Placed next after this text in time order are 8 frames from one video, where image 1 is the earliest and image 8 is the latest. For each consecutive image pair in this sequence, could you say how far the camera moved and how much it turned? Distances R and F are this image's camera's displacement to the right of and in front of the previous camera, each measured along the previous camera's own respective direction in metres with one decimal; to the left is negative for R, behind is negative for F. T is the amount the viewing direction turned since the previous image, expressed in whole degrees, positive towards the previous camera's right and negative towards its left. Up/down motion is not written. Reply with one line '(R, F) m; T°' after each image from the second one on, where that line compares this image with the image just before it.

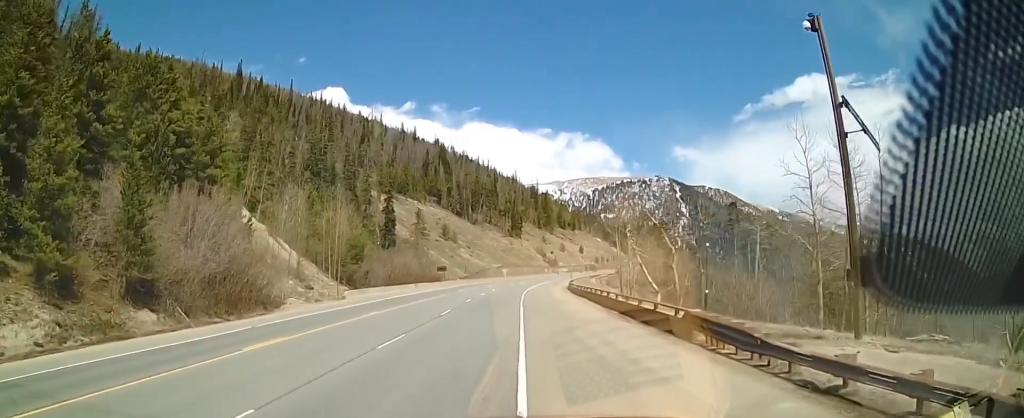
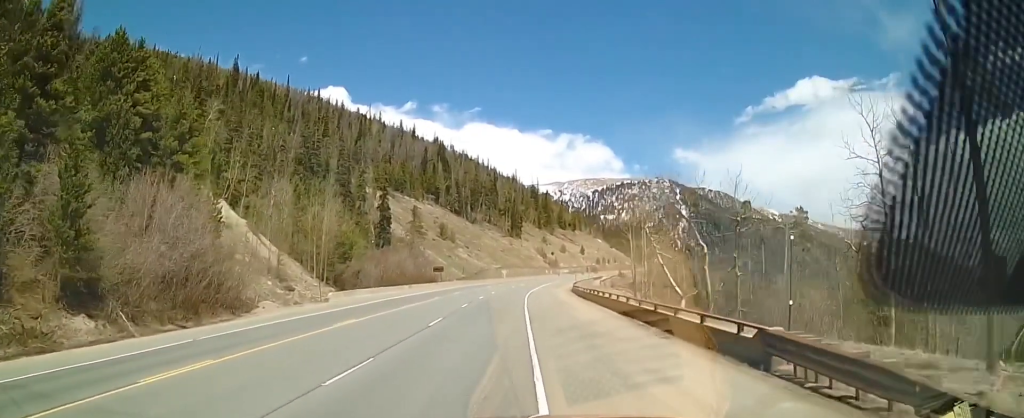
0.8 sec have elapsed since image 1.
(0.0, +5.1) m; 0°
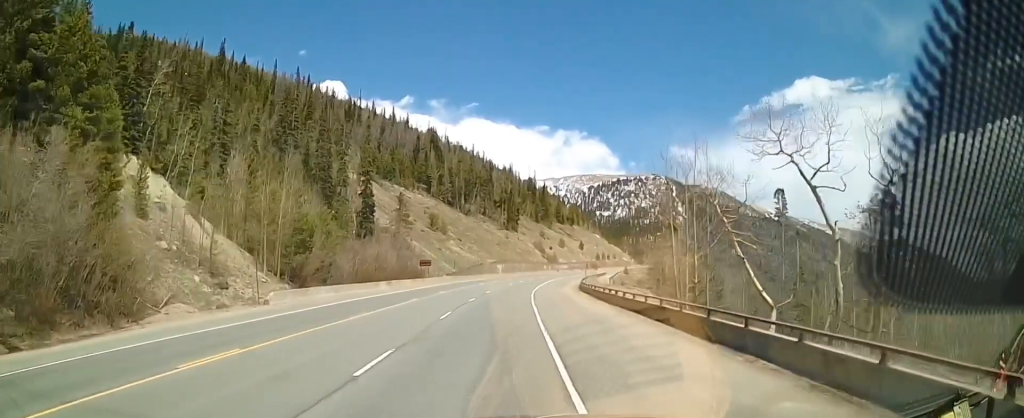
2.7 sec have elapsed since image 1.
(-0.9, +11.7) m; -7°
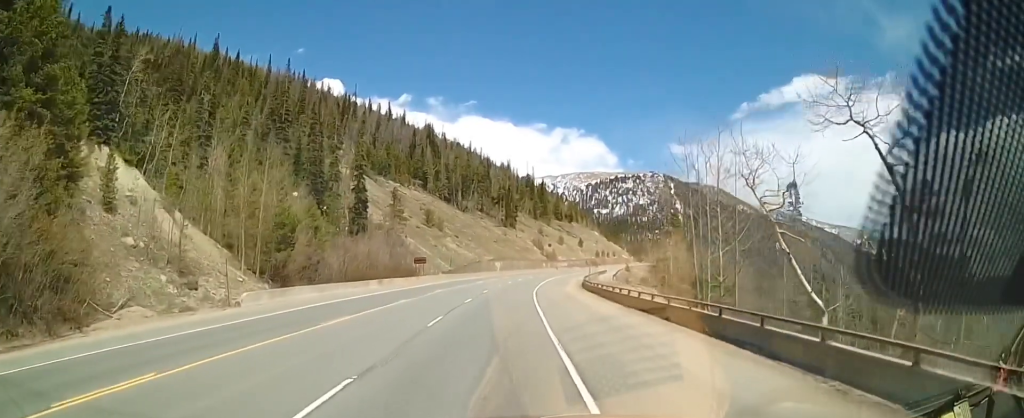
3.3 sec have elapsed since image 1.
(-0.1, +3.9) m; +1°
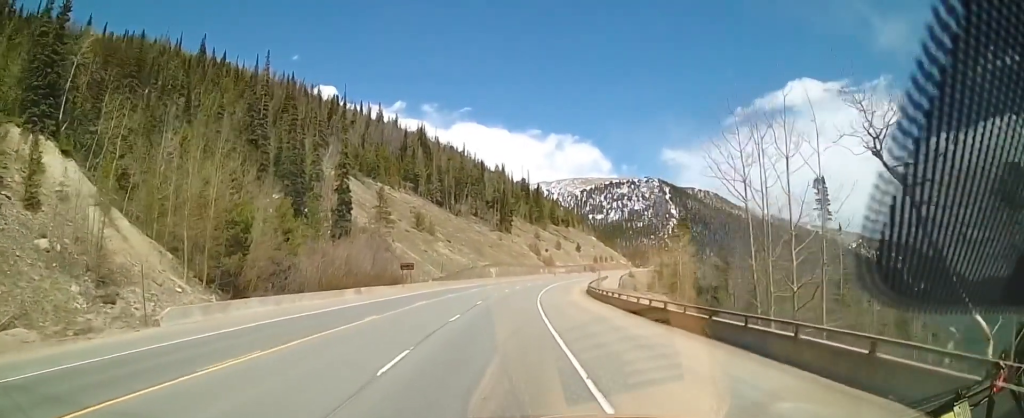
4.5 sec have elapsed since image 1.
(+0.7, +7.9) m; +5°
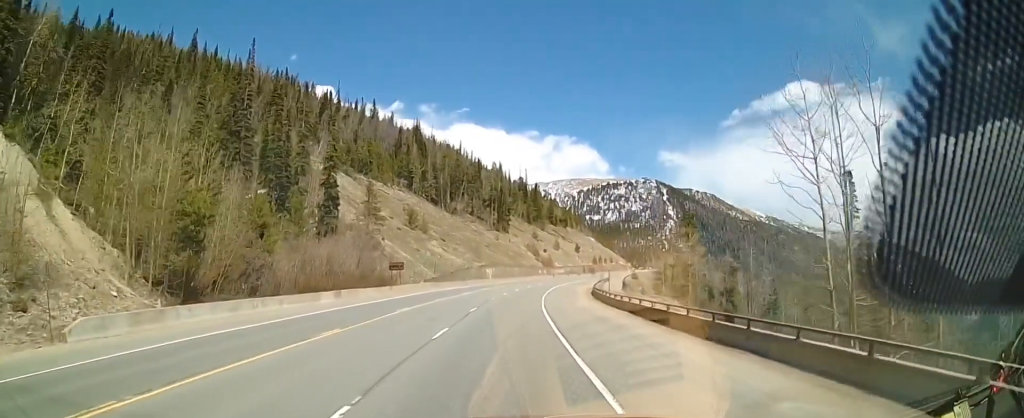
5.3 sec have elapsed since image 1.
(+0.1, +6.0) m; -2°
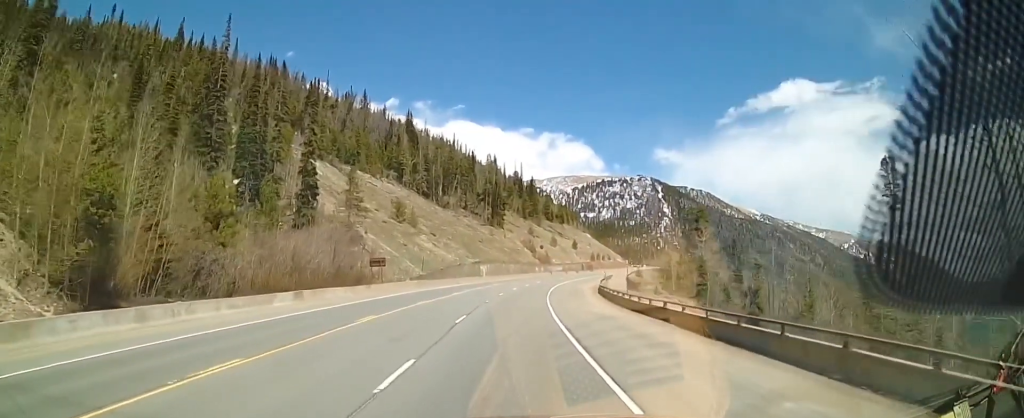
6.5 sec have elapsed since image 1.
(-0.5, +8.1) m; -2°
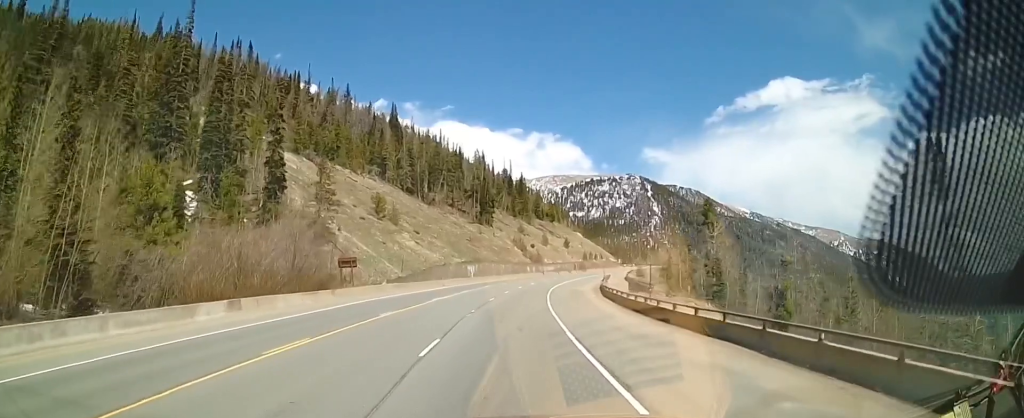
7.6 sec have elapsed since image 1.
(+0.2, +8.4) m; +2°
